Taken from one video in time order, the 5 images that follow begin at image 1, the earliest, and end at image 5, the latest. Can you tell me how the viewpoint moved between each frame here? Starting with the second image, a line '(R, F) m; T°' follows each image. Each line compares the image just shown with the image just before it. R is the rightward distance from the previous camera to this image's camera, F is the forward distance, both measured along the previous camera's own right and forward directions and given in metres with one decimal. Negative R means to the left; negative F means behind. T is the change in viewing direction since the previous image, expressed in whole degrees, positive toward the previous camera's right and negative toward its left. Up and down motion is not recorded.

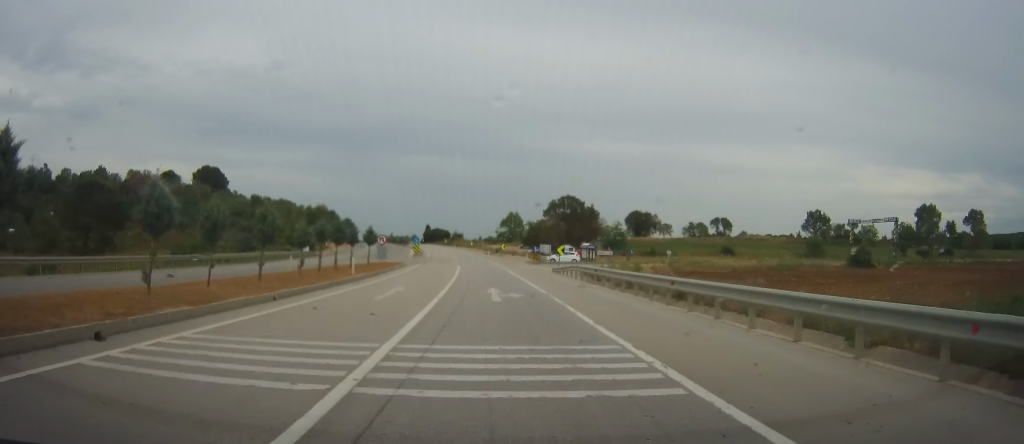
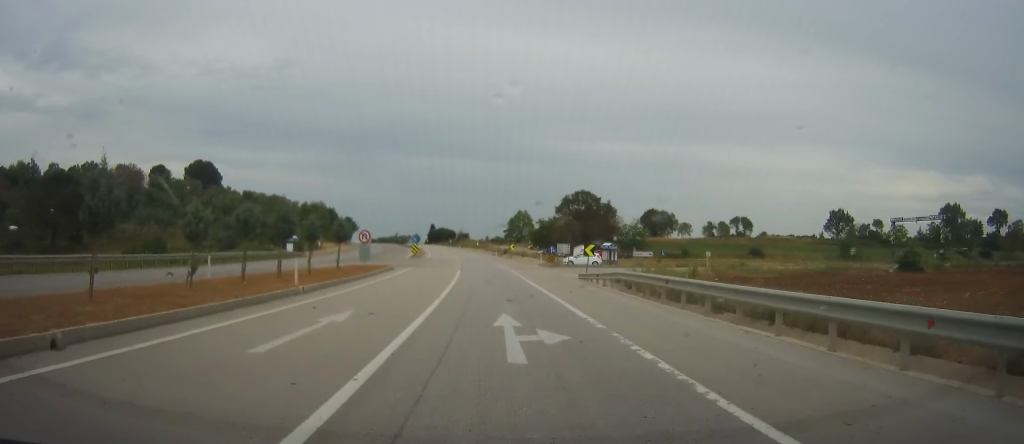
(+0.2, +10.7) m; -1°
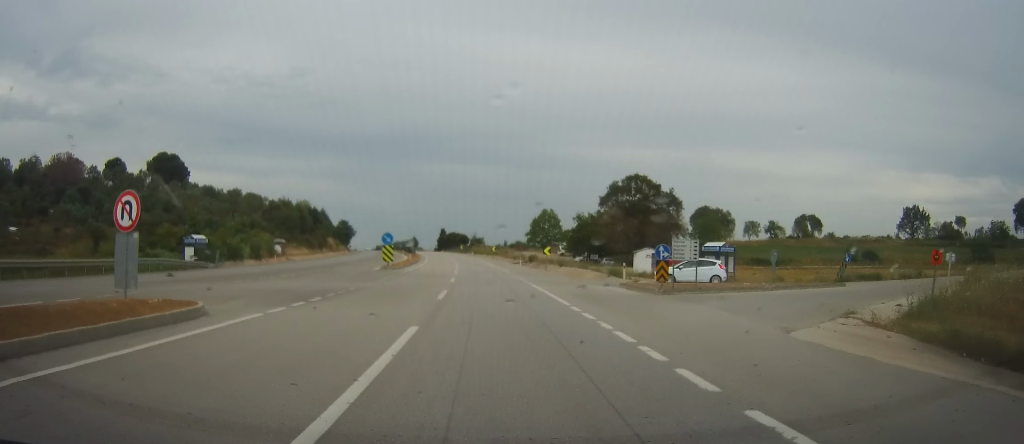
(-0.7, +33.9) m; -2°
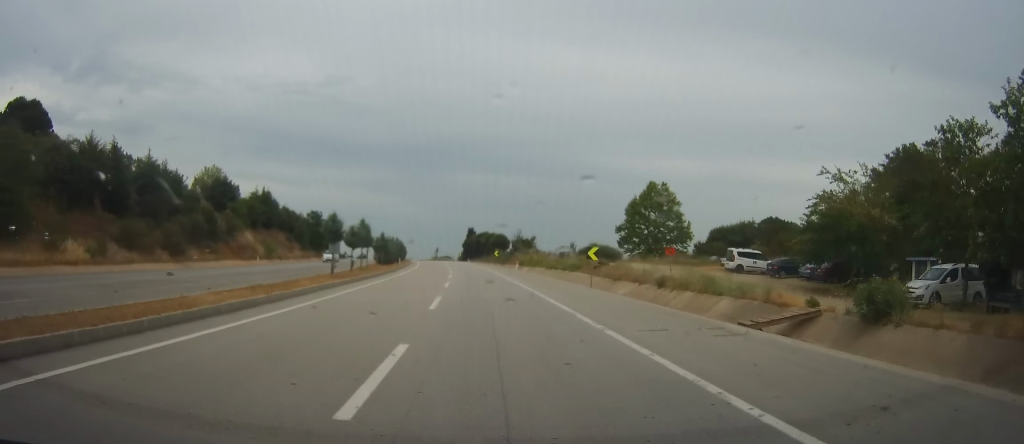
(-2.1, +74.7) m; -3°
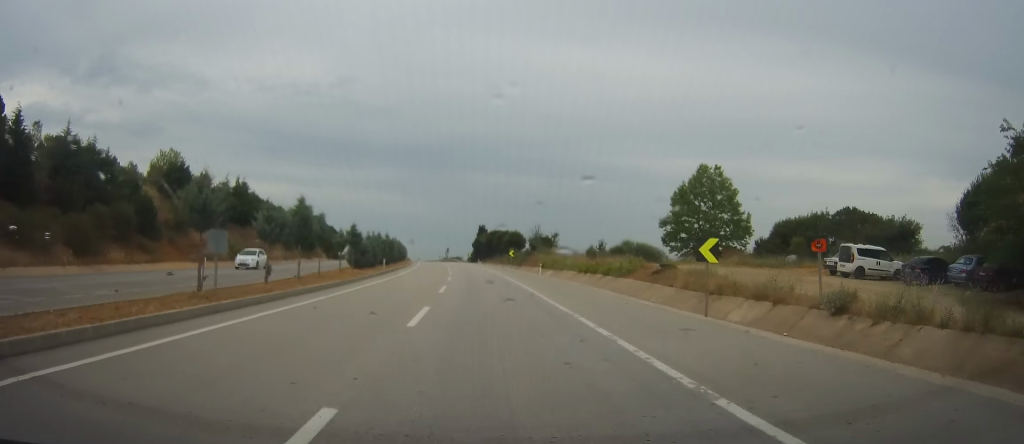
(-0.4, +17.2) m; -1°
